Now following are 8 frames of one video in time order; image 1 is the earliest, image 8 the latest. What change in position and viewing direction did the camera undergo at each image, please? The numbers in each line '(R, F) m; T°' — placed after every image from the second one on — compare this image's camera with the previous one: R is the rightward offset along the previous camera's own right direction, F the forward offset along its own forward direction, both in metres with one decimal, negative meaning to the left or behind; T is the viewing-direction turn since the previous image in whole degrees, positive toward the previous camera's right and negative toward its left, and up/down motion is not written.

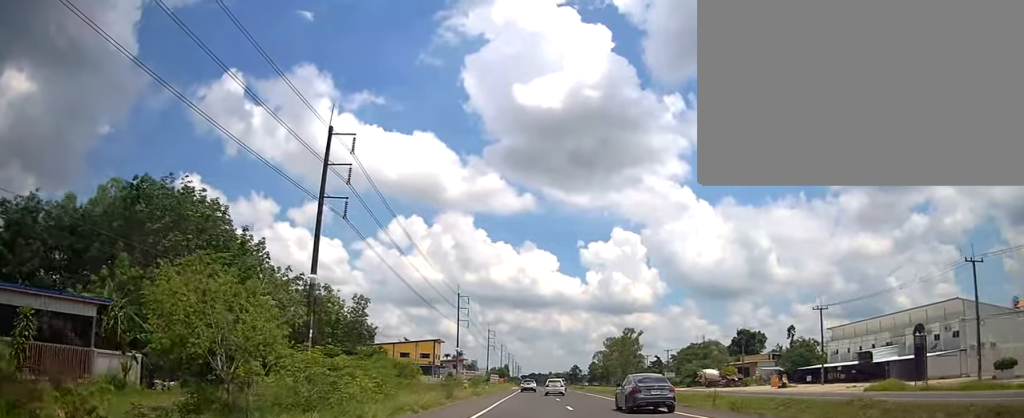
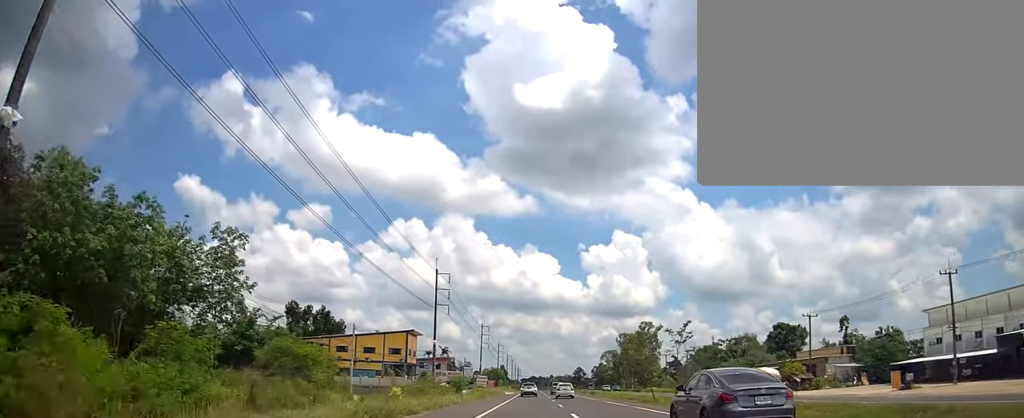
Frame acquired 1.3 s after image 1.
(+0.1, +28.3) m; 0°
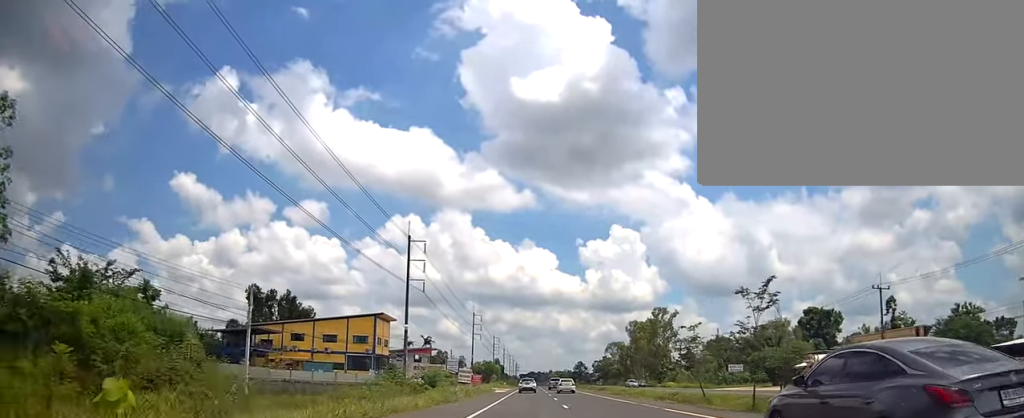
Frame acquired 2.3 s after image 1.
(-0.1, +19.5) m; +1°
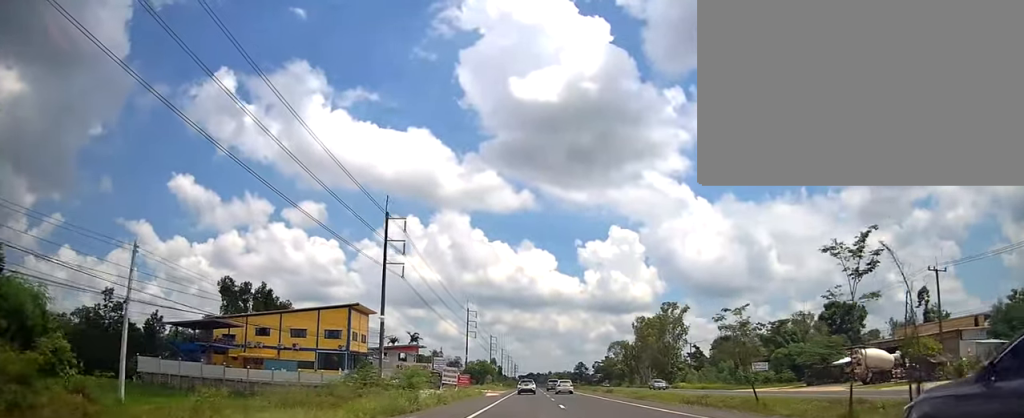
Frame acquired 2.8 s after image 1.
(0.0, +11.0) m; 0°
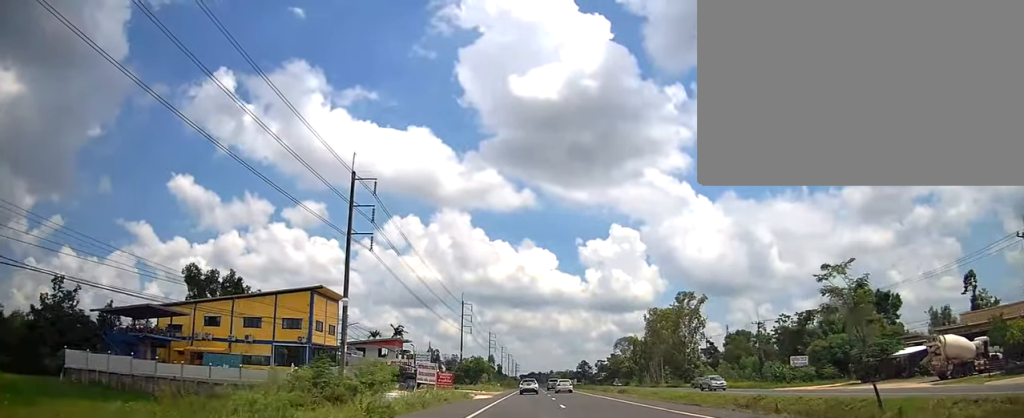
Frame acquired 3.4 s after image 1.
(+0.4, +12.6) m; 0°
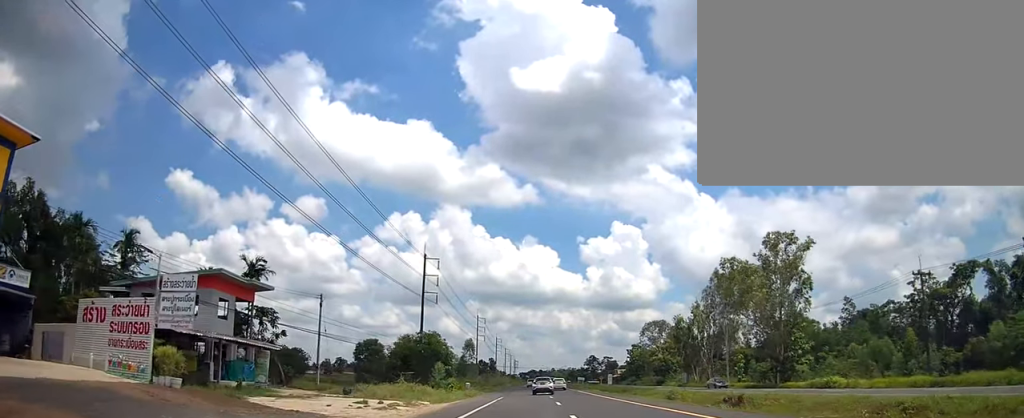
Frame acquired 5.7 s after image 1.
(-0.2, +46.0) m; 0°
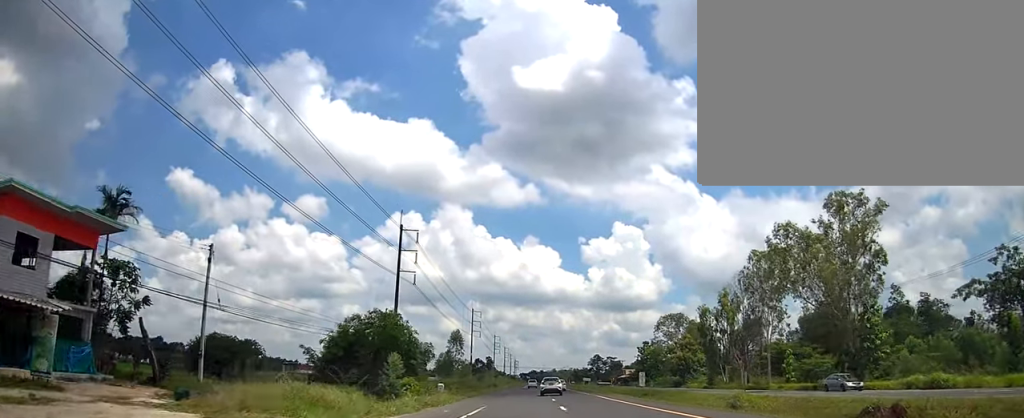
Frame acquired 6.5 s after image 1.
(-0.5, +16.3) m; -1°
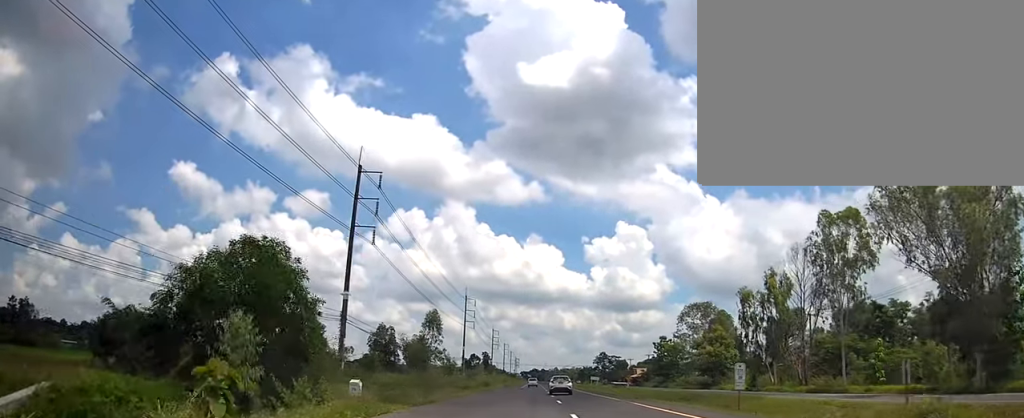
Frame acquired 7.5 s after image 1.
(+0.3, +18.8) m; +1°
